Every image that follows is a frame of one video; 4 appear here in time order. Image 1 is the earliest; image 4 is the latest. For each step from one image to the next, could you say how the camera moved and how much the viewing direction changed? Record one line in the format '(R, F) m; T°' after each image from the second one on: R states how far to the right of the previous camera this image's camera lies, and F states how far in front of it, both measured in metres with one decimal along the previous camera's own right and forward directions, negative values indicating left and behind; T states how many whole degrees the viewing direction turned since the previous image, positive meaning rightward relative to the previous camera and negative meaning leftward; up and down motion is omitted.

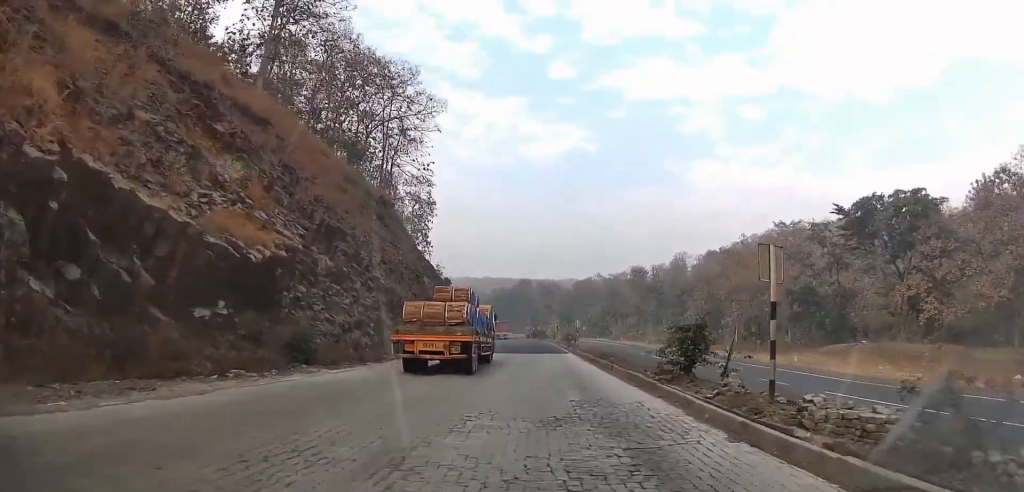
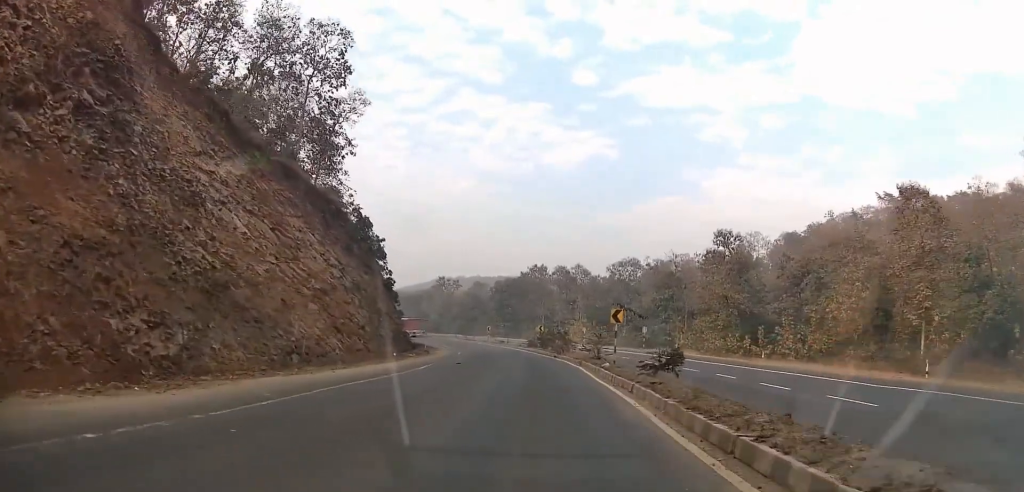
(+1.5, +81.2) m; -1°
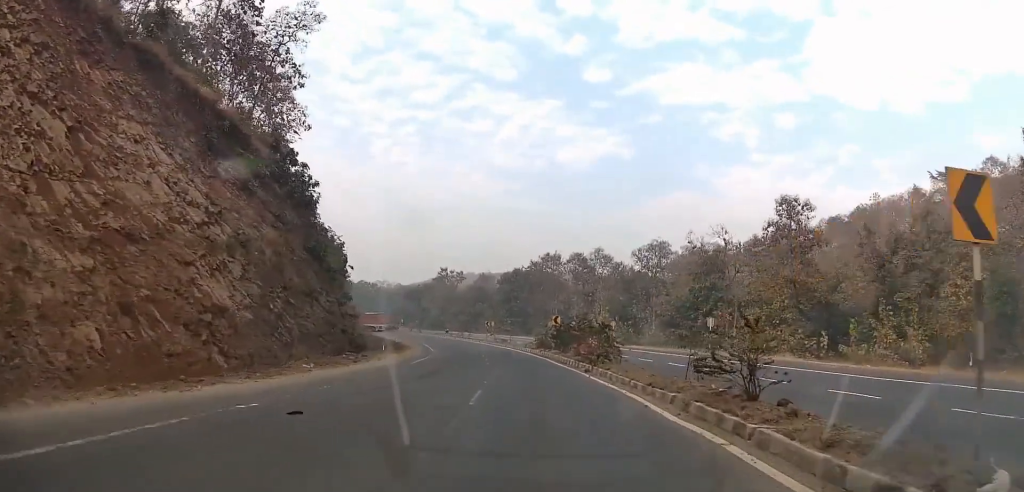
(-0.1, +23.0) m; -1°
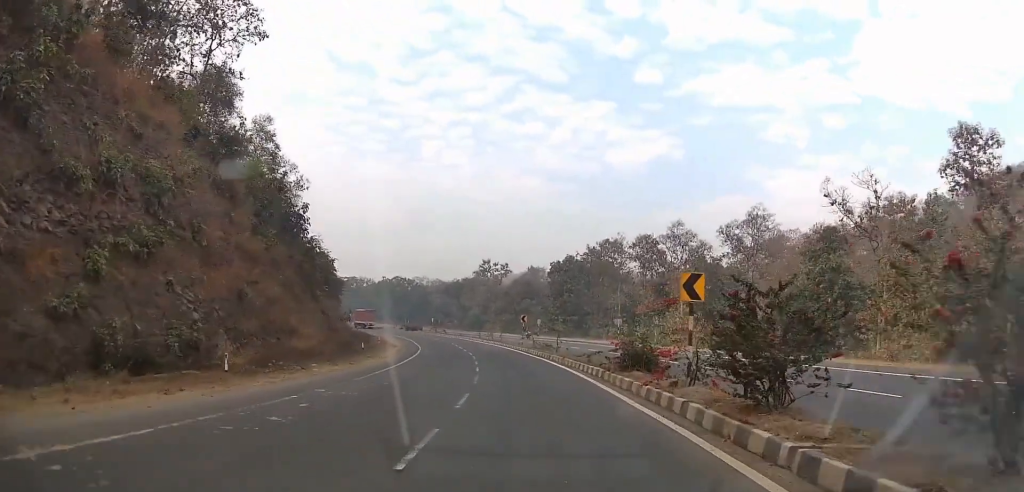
(-0.8, +28.9) m; -4°
